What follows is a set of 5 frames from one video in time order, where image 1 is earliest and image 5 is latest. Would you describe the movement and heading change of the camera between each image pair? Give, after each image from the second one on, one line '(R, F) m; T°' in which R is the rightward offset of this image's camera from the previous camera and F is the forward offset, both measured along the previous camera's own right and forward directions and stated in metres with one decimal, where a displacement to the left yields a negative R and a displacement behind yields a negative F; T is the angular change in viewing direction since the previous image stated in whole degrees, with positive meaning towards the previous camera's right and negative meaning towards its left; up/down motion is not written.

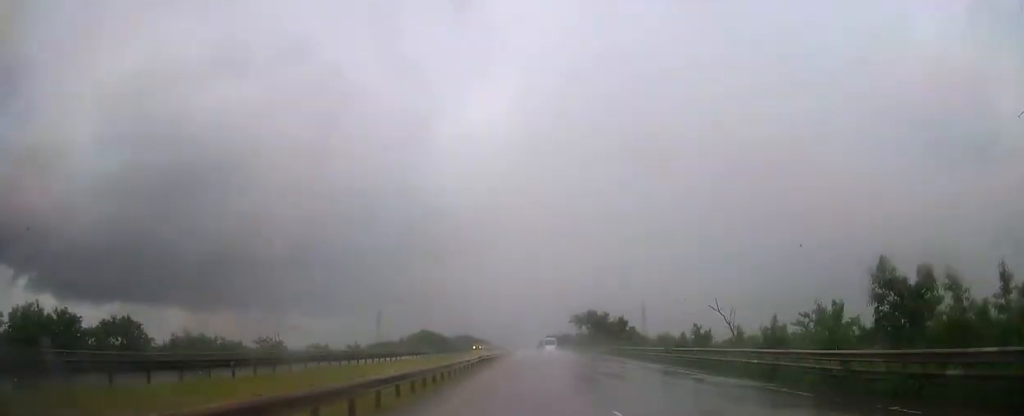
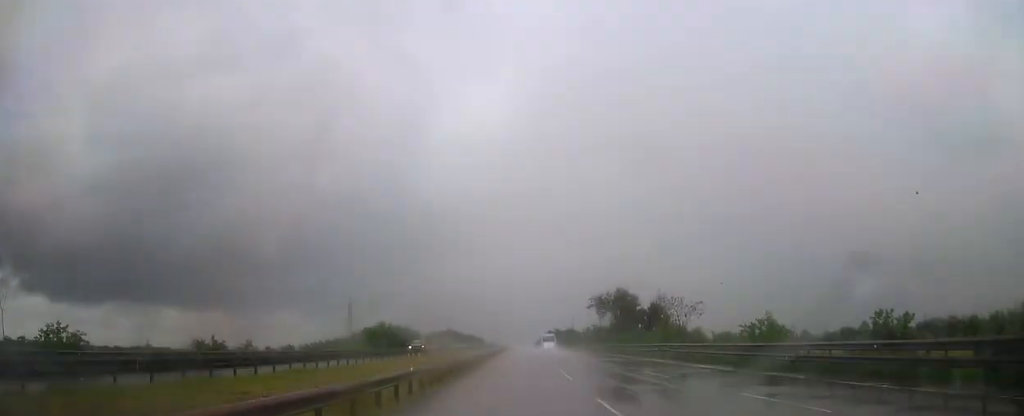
(0.0, +48.2) m; 0°
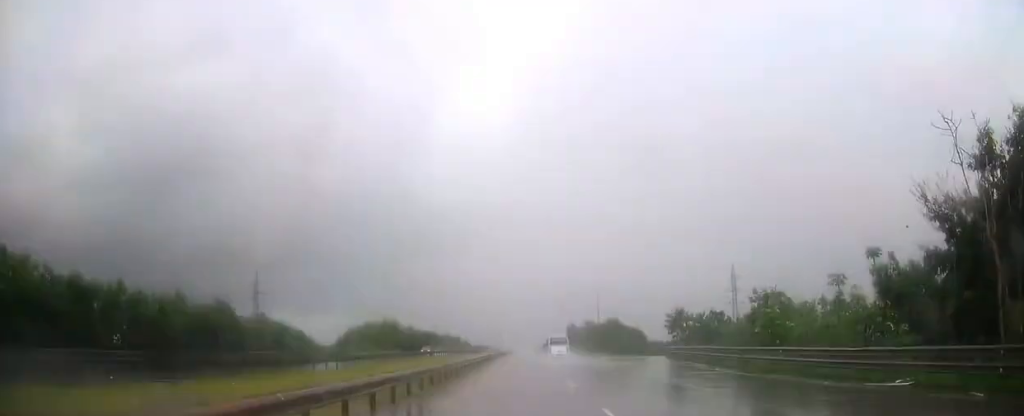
(-0.1, +106.4) m; 0°
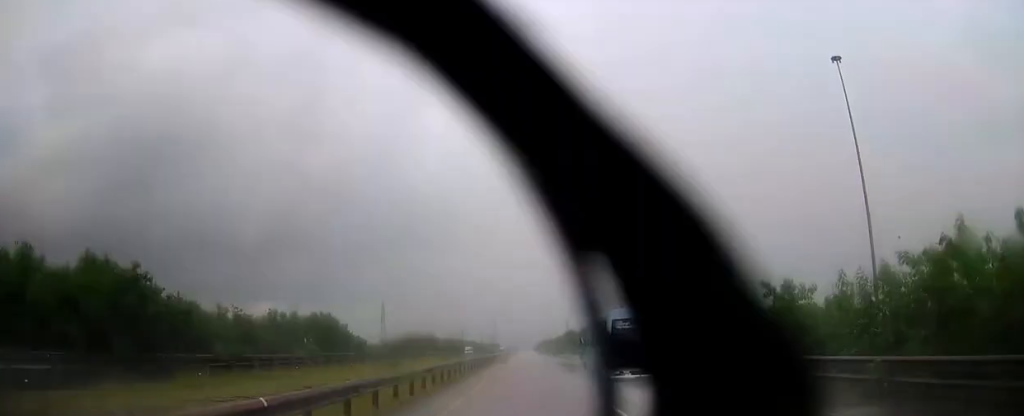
(0.0, +179.0) m; 0°
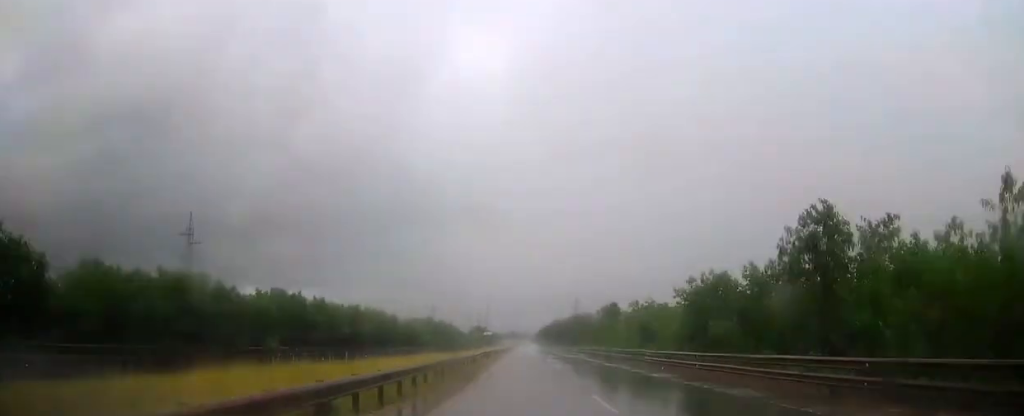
(-0.1, +177.0) m; 0°
